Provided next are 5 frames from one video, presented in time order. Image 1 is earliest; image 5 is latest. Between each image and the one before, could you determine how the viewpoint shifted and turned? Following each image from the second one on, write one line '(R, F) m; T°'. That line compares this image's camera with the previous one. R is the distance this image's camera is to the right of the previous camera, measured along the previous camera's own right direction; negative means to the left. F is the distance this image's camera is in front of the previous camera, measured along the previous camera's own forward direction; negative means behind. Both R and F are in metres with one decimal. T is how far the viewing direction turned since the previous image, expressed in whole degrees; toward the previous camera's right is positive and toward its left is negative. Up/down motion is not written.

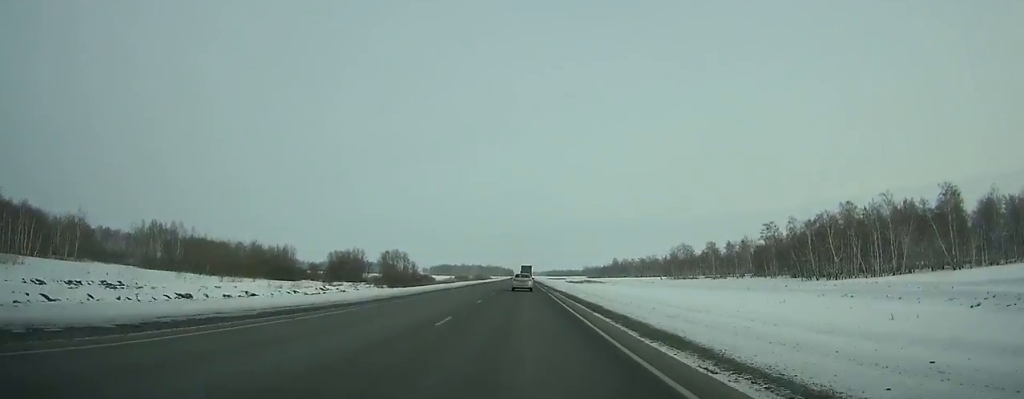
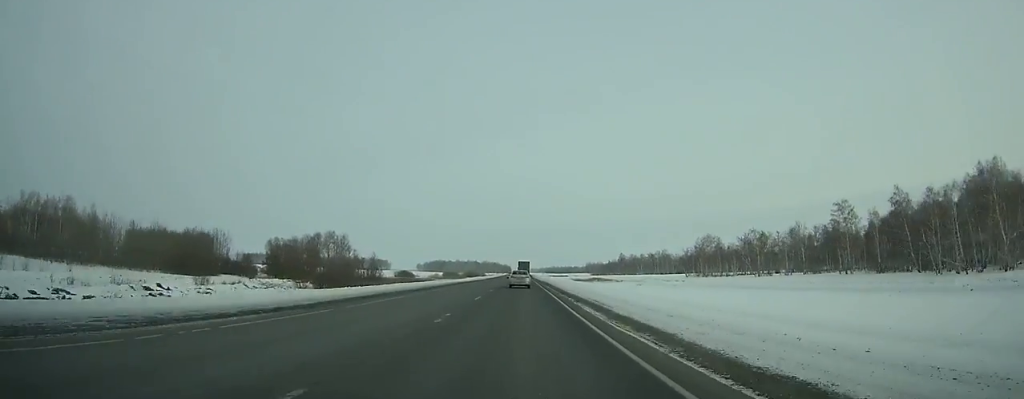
(+0.1, +47.2) m; 0°
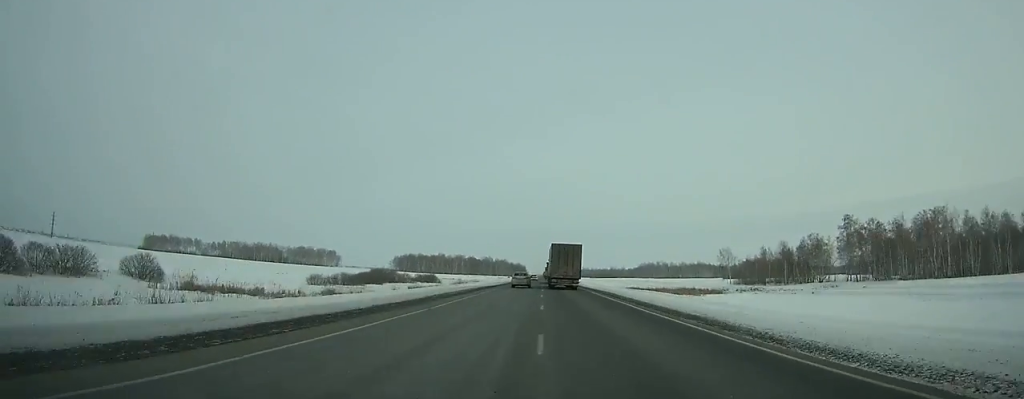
(-2.6, +331.4) m; -1°
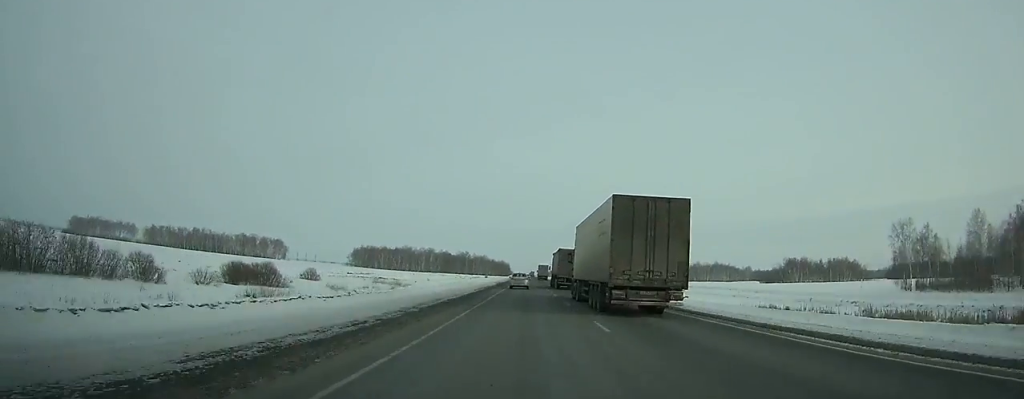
(+0.4, +104.5) m; +1°
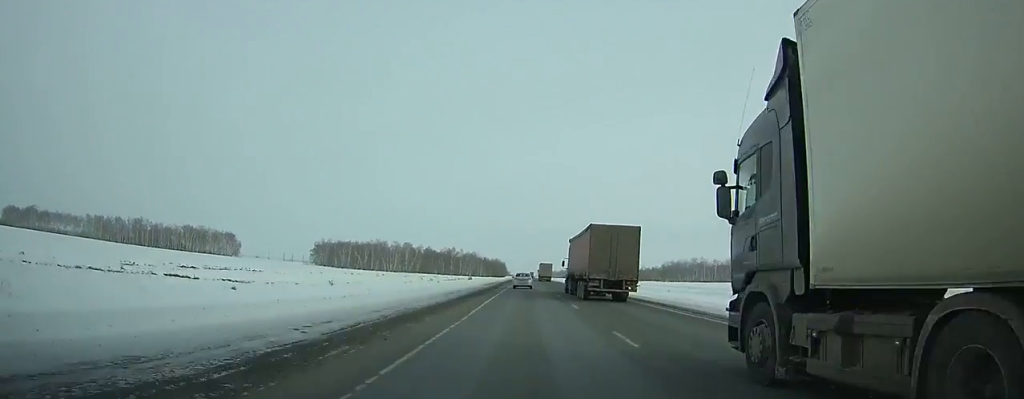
(+0.4, +88.0) m; 0°
